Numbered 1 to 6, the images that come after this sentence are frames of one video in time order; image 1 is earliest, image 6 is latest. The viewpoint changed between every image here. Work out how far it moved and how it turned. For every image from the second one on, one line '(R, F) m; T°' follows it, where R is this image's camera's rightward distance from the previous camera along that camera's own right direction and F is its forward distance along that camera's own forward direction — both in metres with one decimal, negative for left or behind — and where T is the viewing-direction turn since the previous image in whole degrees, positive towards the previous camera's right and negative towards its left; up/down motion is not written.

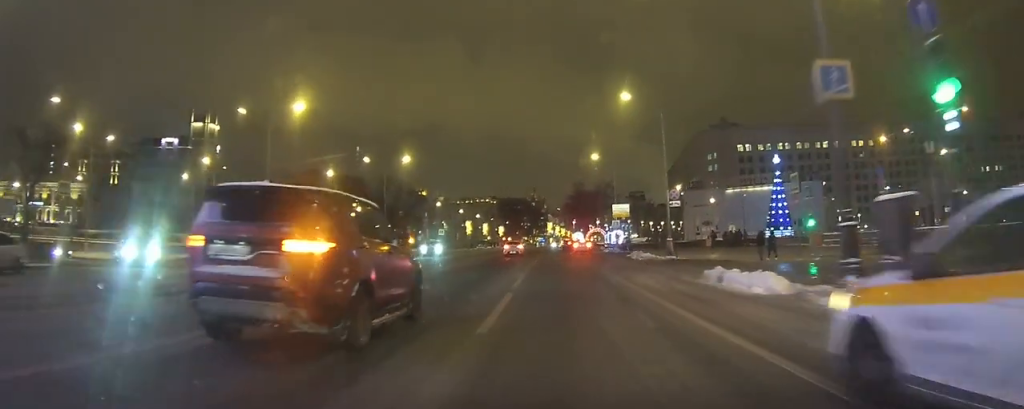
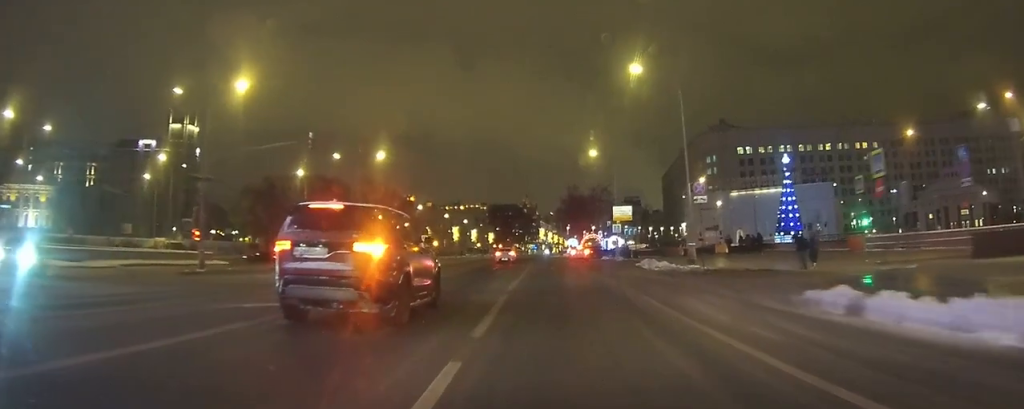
(0.0, +7.6) m; 0°
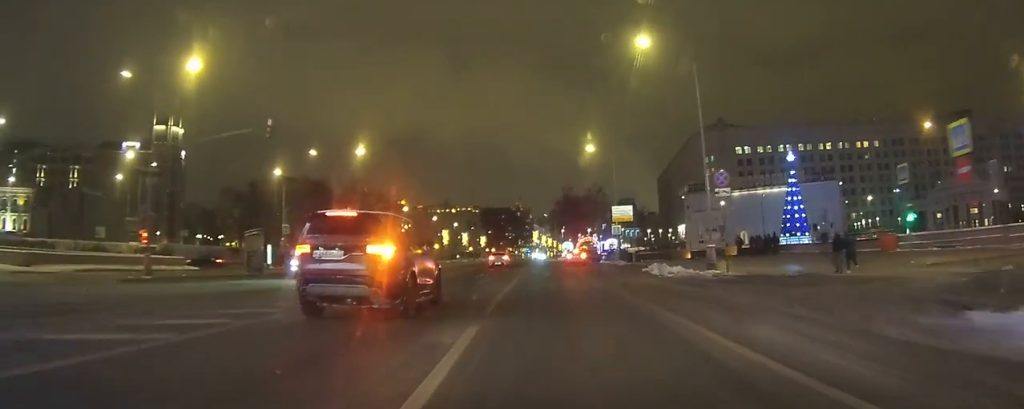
(0.0, +4.3) m; 0°
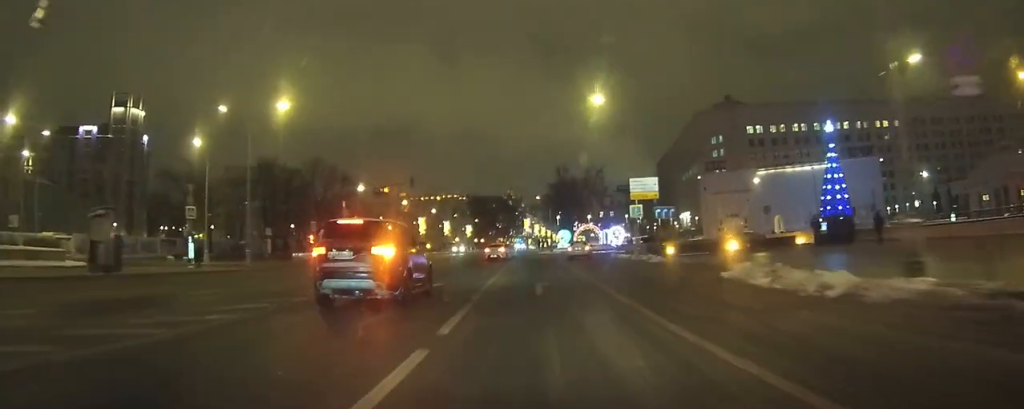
(+0.1, +13.6) m; +1°
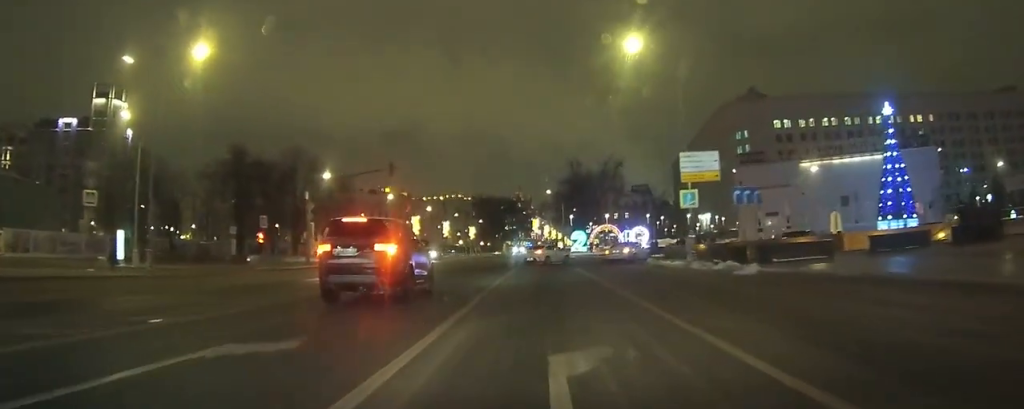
(0.0, +11.1) m; 0°
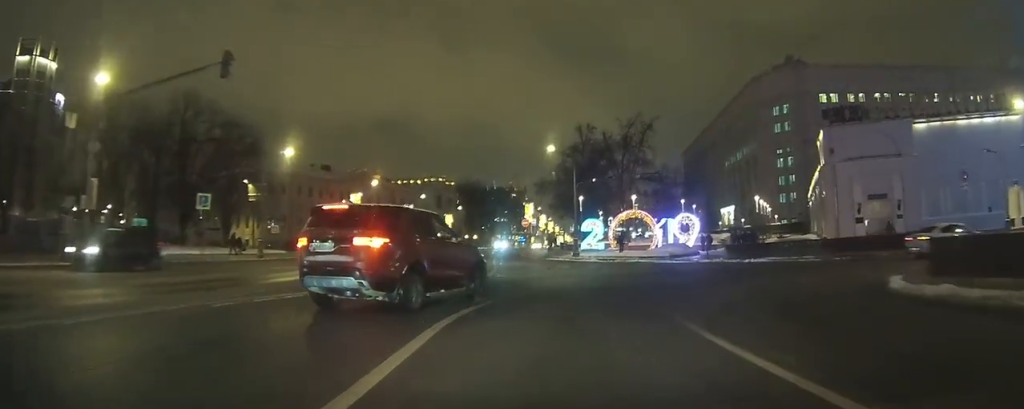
(-0.7, +25.5) m; 0°
